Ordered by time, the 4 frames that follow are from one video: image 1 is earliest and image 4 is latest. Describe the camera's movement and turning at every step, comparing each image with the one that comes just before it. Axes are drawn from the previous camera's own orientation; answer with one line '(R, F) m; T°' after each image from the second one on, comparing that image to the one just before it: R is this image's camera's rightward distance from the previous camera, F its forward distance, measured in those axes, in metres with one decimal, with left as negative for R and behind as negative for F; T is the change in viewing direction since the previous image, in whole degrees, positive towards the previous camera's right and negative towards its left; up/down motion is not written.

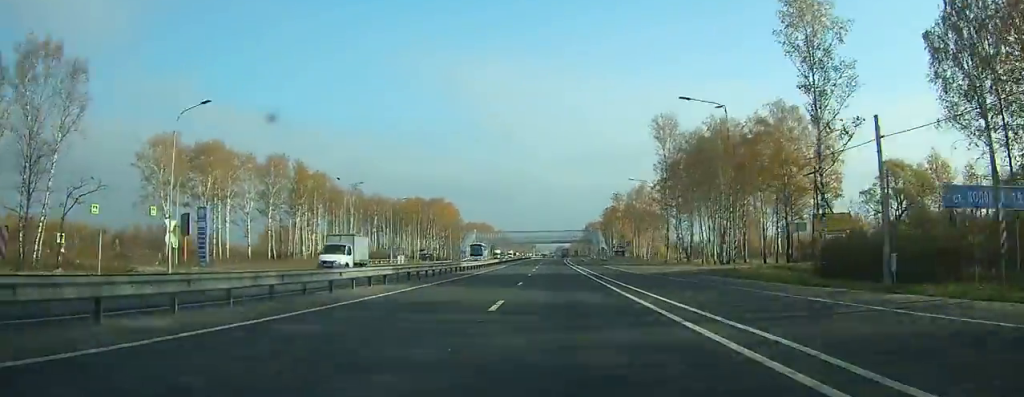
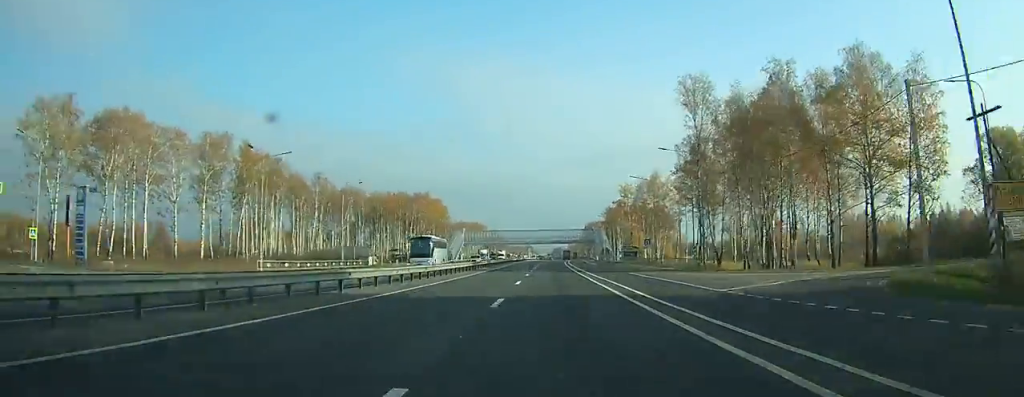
(0.0, +24.9) m; 0°
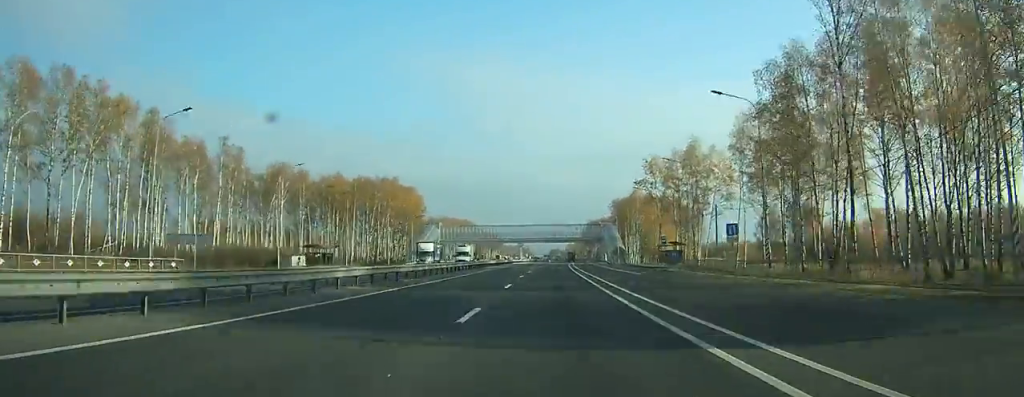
(+0.1, +41.2) m; 0°
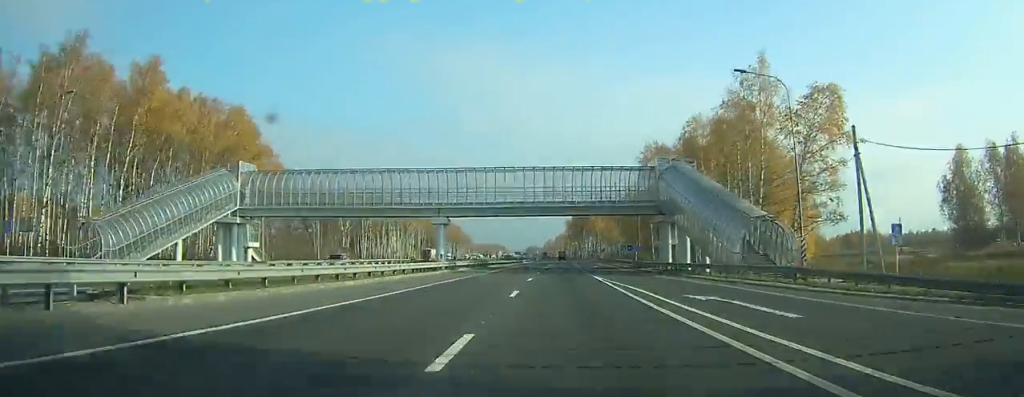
(+1.0, +91.9) m; +2°
